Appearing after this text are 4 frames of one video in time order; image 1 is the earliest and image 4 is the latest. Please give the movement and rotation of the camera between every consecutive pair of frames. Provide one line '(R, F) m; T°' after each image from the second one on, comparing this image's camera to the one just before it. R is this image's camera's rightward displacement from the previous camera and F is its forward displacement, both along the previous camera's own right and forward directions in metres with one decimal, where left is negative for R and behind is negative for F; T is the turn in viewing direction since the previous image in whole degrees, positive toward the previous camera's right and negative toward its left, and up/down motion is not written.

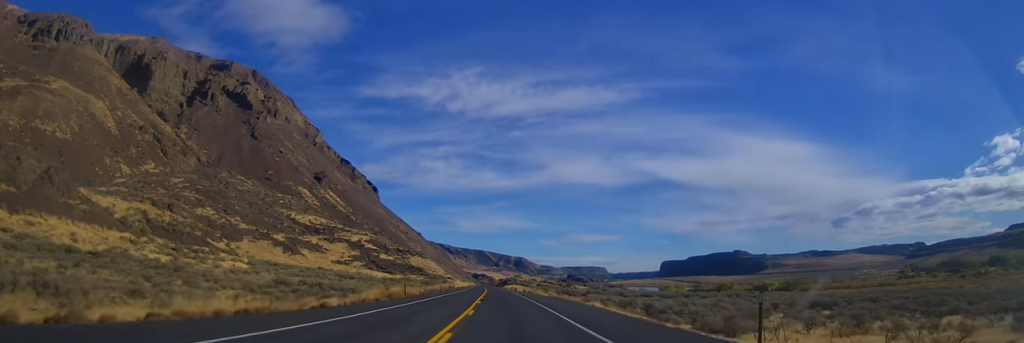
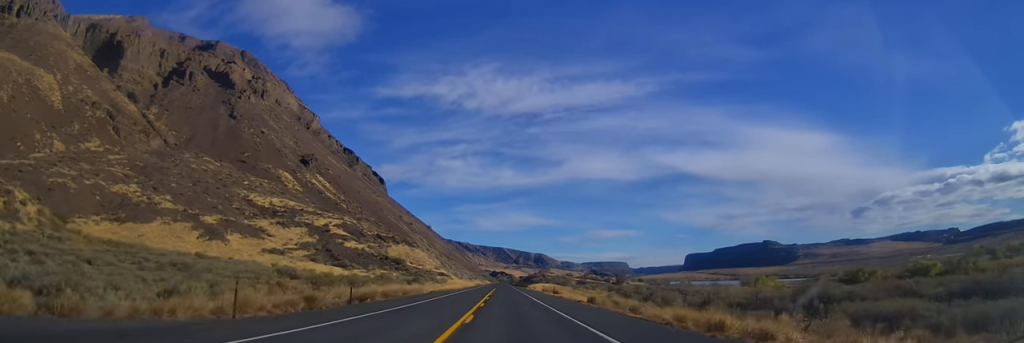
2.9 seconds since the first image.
(-2.2, +89.8) m; -2°
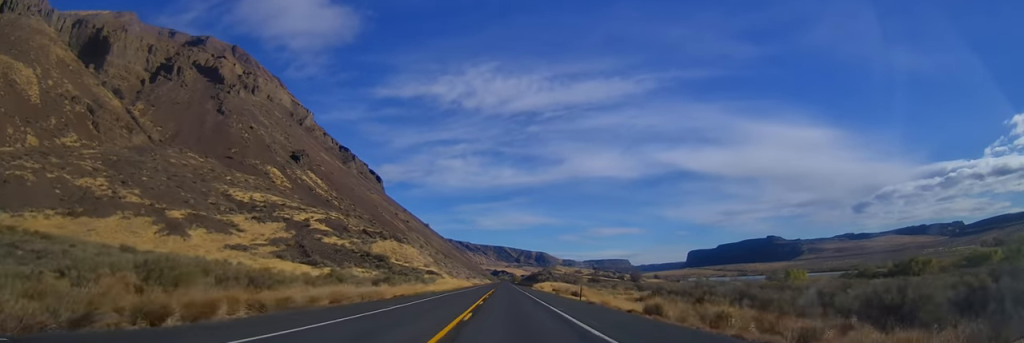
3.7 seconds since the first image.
(-0.1, +23.7) m; -1°
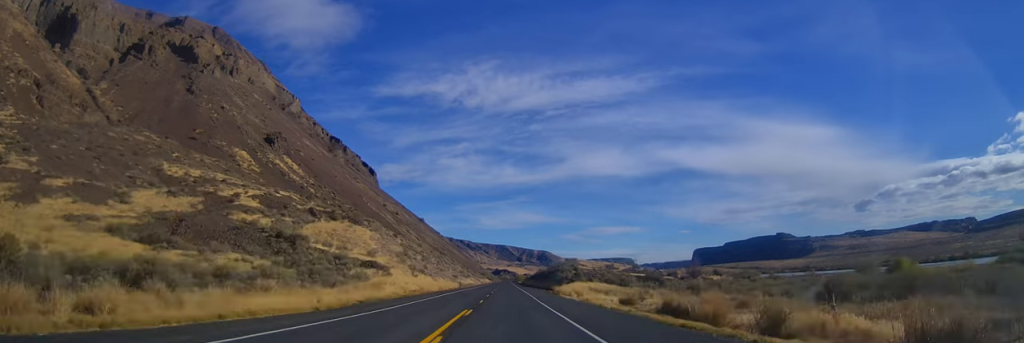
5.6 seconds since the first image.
(-0.8, +58.4) m; -1°
